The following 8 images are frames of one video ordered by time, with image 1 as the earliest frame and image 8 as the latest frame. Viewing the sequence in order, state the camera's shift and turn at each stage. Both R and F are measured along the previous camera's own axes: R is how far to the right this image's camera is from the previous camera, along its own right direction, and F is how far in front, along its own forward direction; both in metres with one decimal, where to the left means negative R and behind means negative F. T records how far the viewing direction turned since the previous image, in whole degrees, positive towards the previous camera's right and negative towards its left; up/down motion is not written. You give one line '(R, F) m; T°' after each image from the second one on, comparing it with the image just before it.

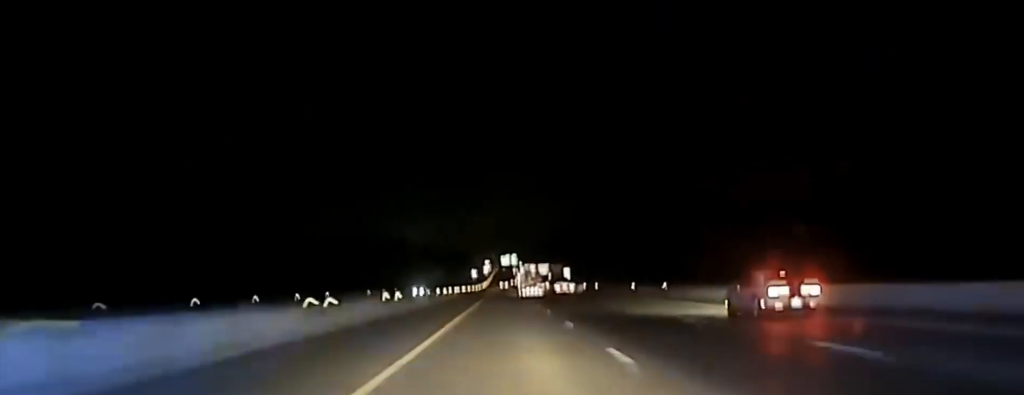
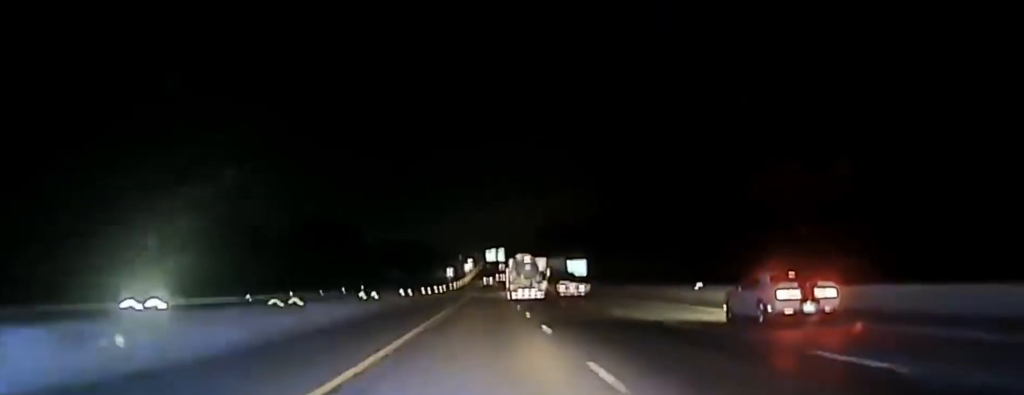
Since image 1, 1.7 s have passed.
(+0.5, +85.3) m; 0°
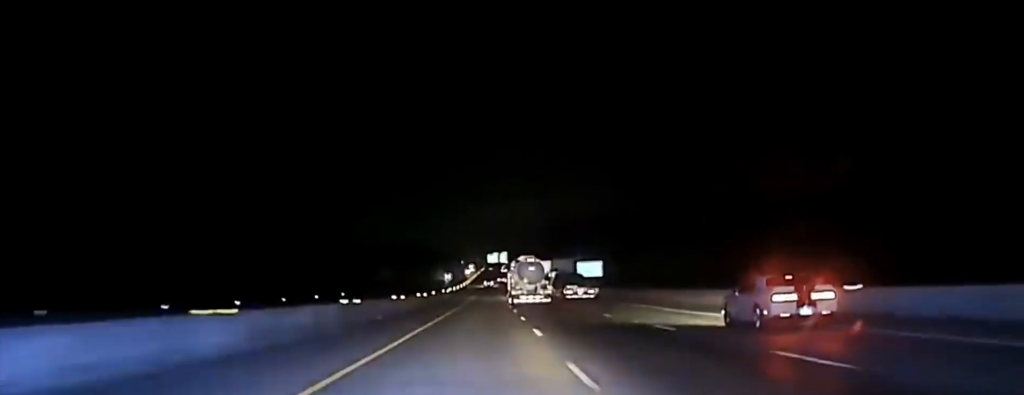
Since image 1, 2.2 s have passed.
(0.0, +23.4) m; 0°
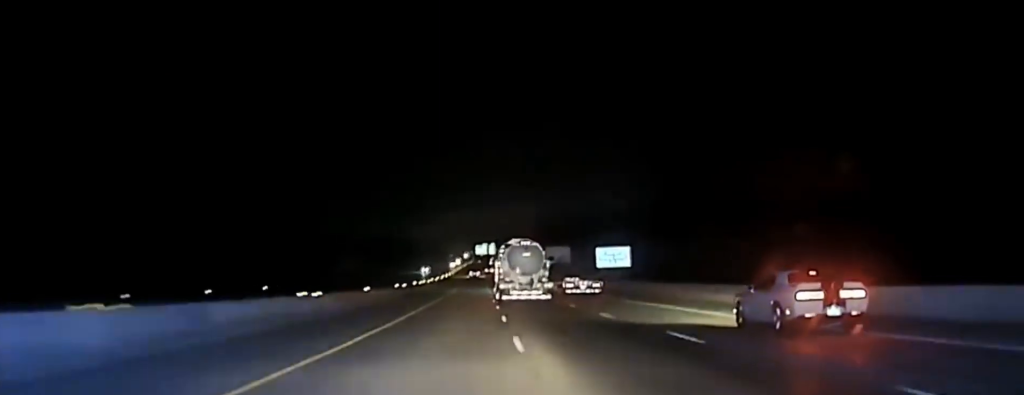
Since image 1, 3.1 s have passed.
(-0.3, +42.1) m; +1°
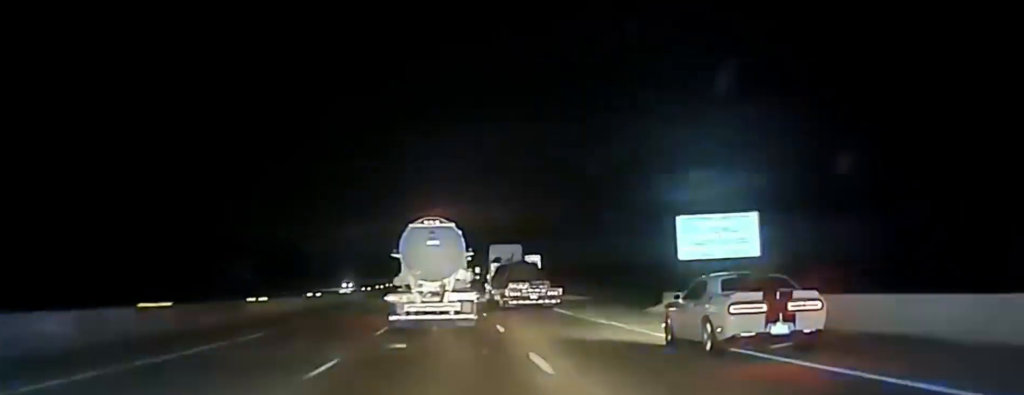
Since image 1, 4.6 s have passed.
(+1.9, +64.5) m; +1°
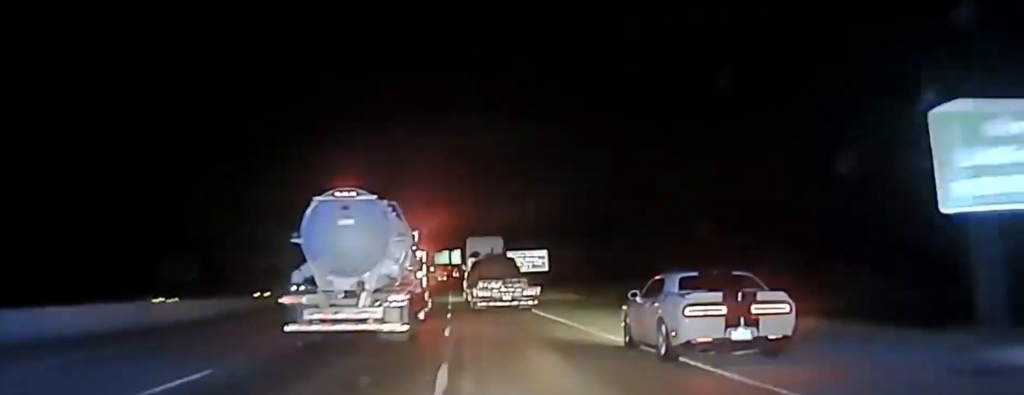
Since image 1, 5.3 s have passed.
(-0.1, +27.9) m; 0°
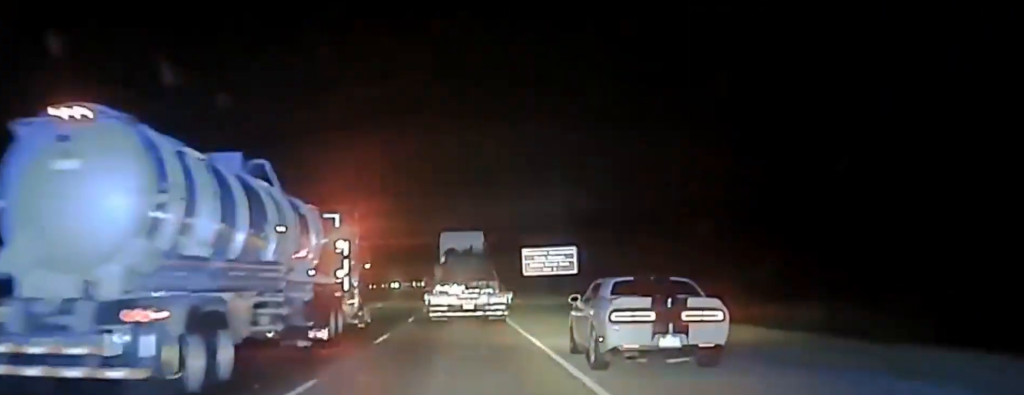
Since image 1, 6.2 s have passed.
(0.0, +36.8) m; 0°
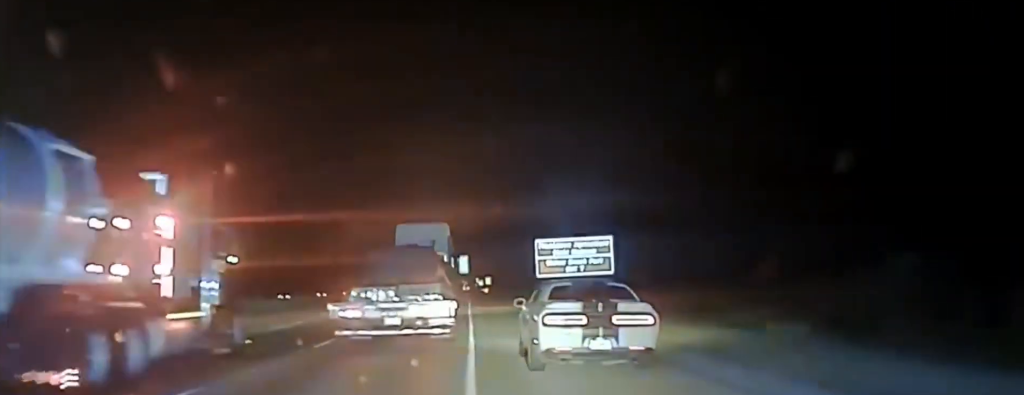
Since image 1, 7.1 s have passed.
(-0.1, +37.5) m; -1°
